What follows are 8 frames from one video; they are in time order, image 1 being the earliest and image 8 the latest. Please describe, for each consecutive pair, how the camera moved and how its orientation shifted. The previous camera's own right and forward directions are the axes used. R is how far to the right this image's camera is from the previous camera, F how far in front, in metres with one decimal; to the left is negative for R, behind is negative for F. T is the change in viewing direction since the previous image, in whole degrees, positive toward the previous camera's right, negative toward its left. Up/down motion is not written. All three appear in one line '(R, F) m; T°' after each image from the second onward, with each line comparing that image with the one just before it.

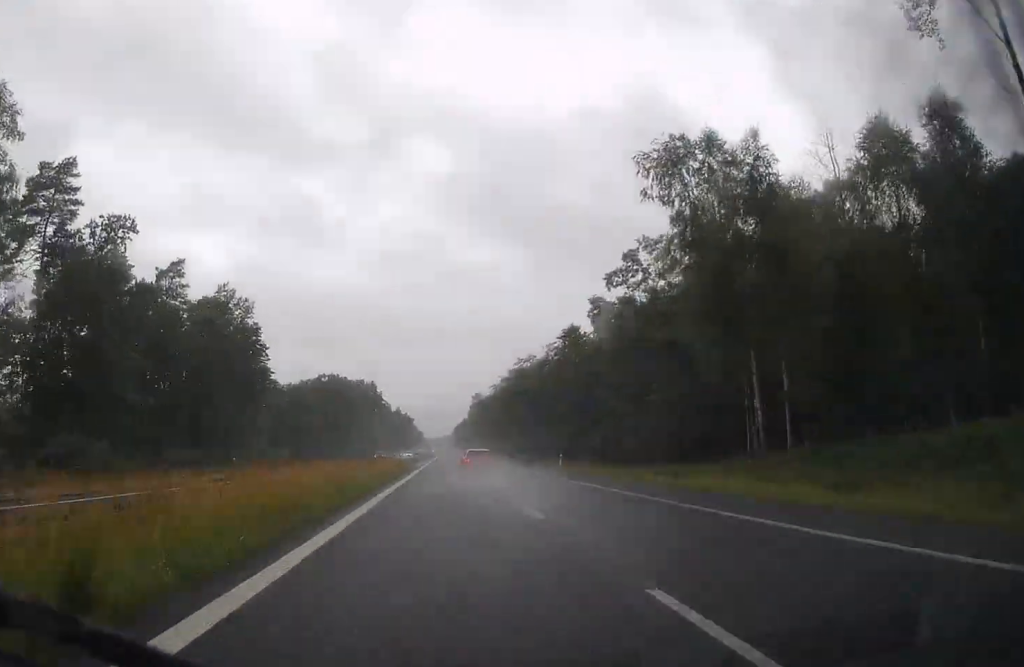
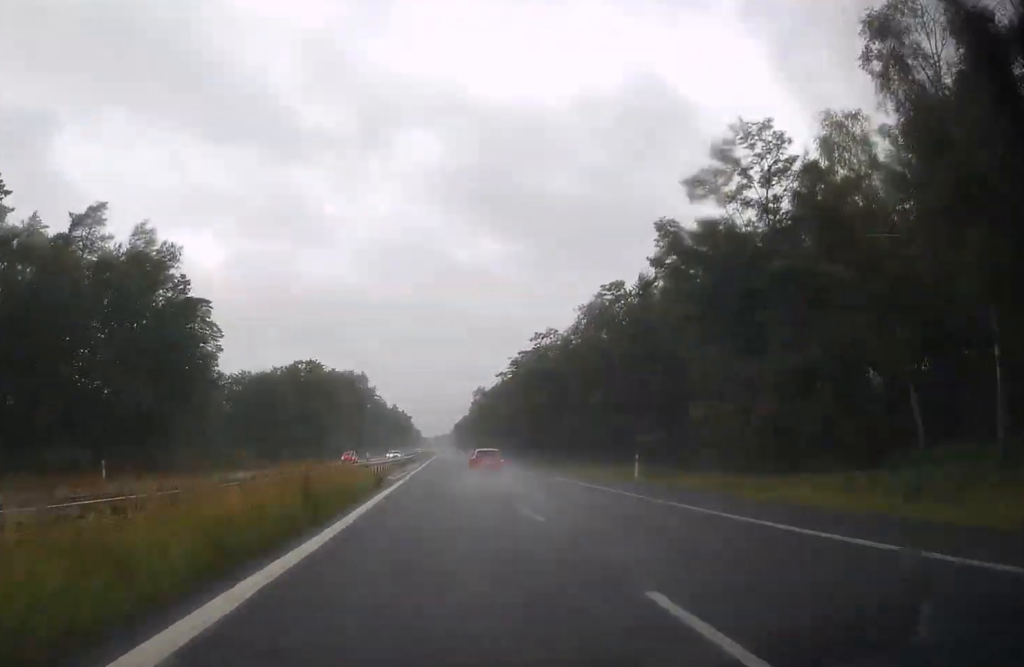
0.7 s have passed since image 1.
(0.0, +24.1) m; 0°
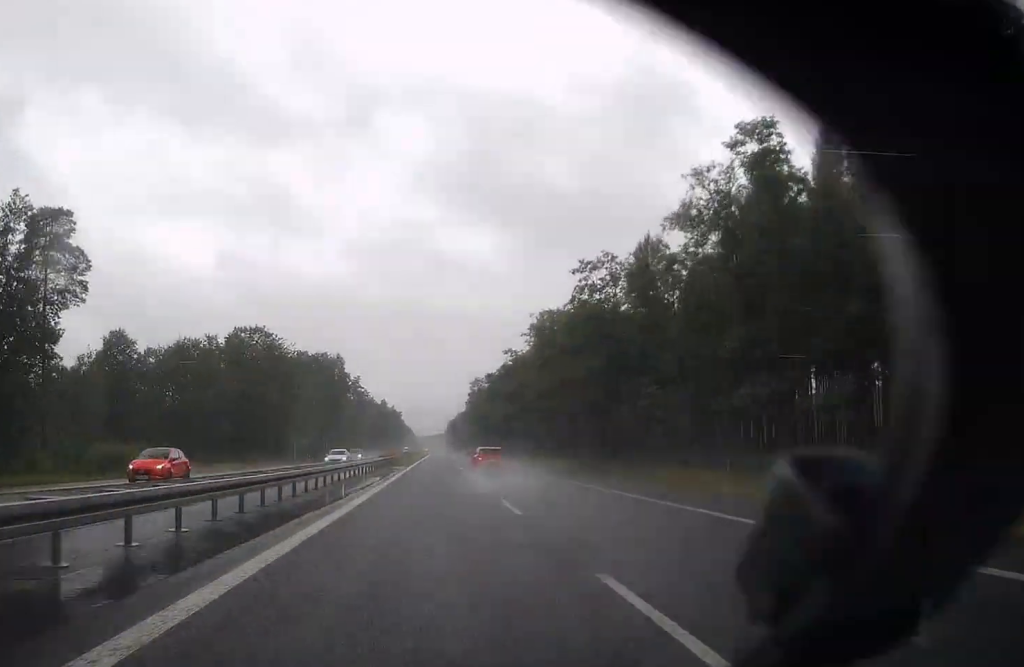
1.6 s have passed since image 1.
(+0.2, +33.6) m; +1°
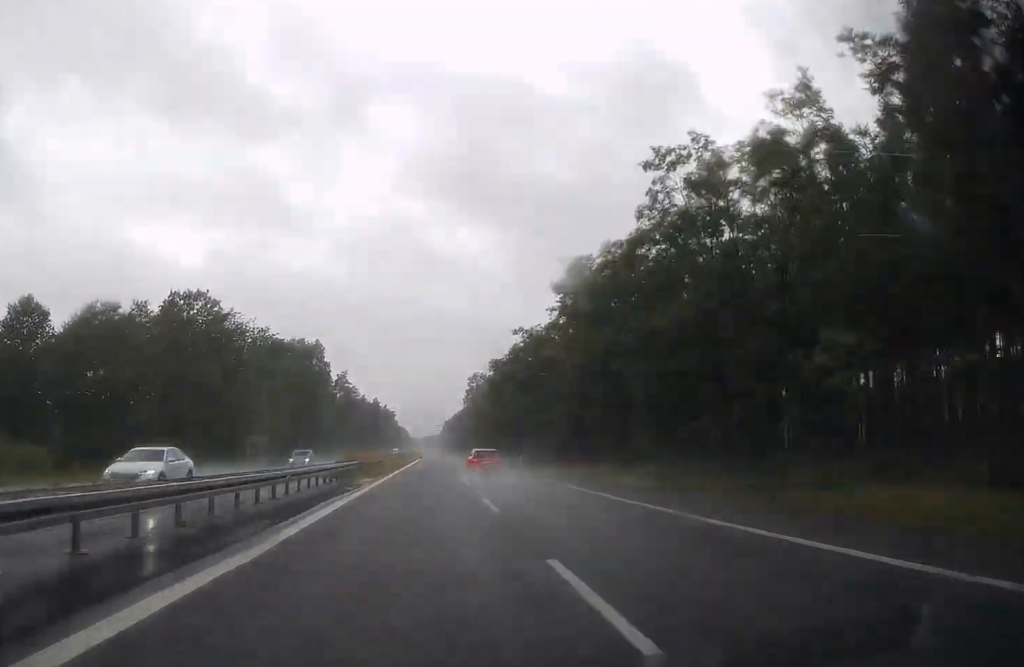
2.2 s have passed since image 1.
(+0.1, +22.7) m; 0°
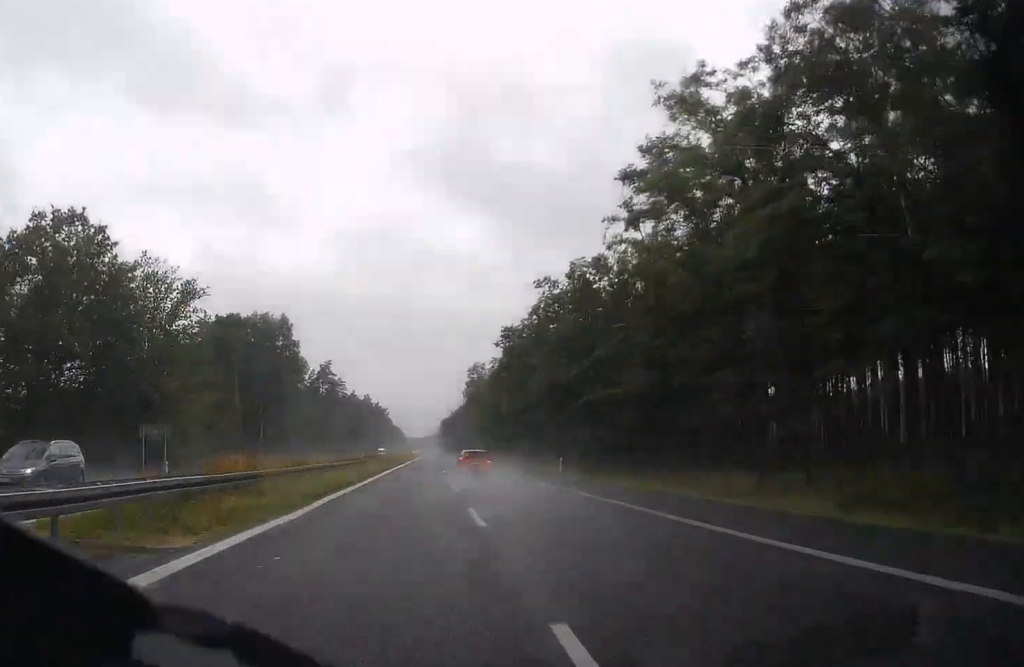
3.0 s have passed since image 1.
(0.0, +27.4) m; 0°
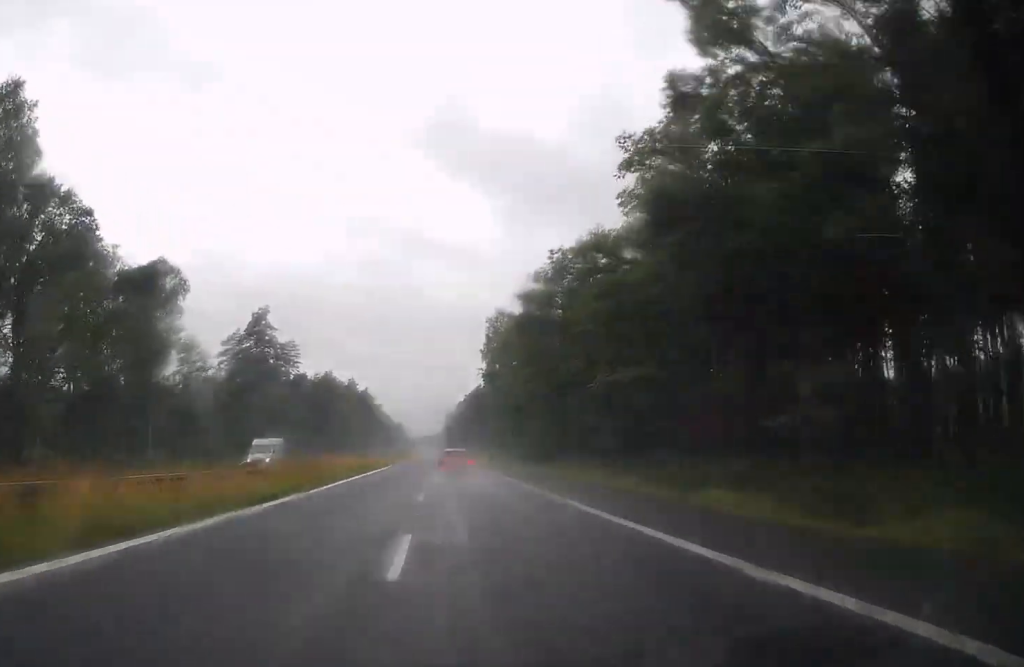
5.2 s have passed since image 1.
(0.0, +77.2) m; -1°
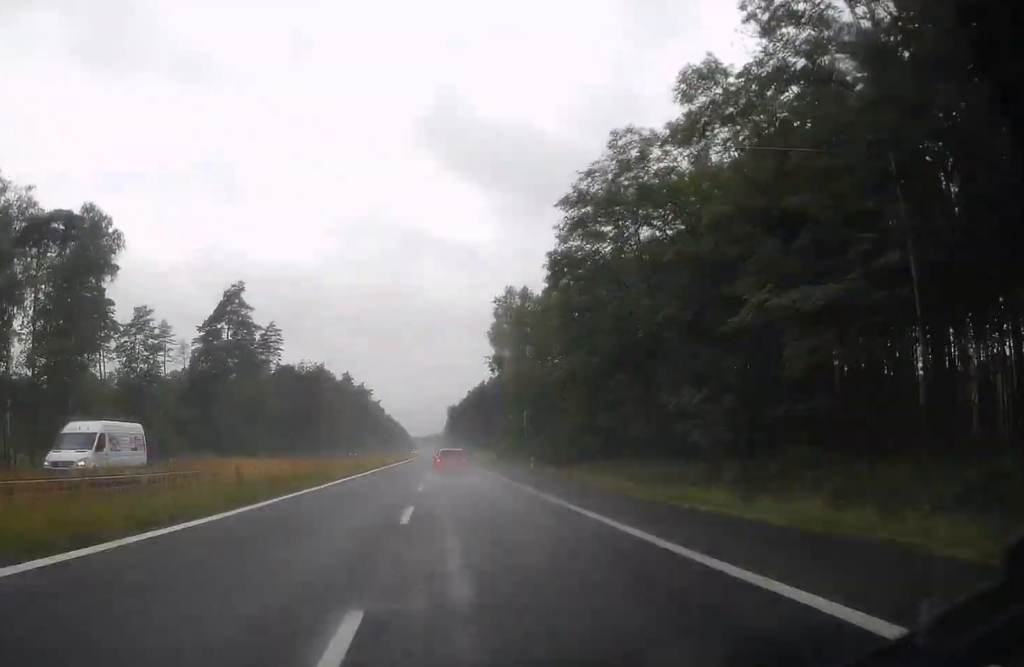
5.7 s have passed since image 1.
(-0.2, +17.8) m; 0°
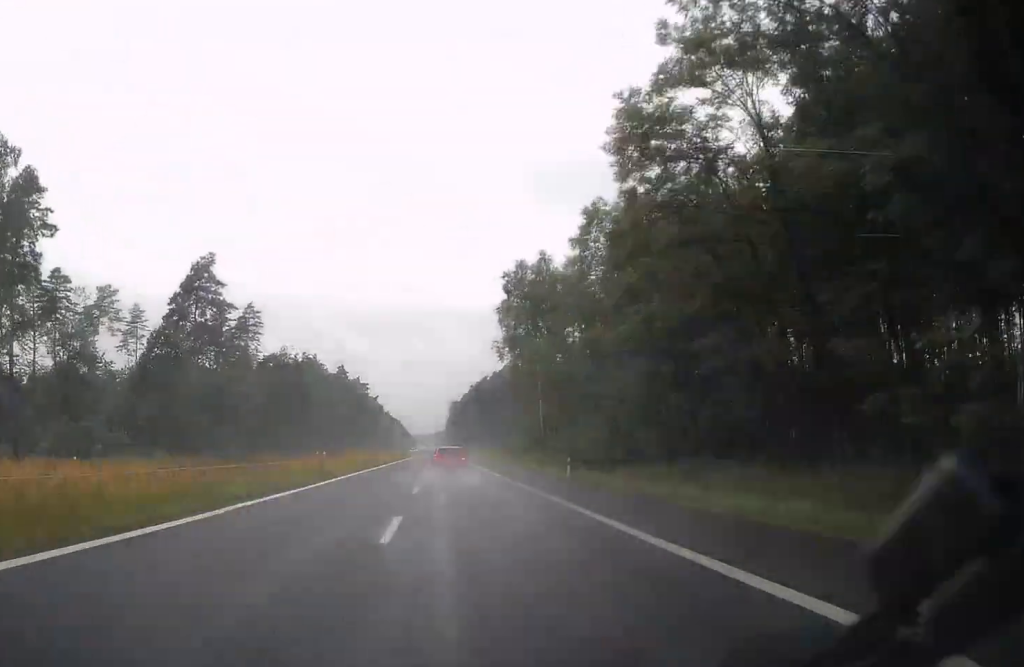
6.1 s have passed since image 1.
(-0.2, +15.4) m; 0°
